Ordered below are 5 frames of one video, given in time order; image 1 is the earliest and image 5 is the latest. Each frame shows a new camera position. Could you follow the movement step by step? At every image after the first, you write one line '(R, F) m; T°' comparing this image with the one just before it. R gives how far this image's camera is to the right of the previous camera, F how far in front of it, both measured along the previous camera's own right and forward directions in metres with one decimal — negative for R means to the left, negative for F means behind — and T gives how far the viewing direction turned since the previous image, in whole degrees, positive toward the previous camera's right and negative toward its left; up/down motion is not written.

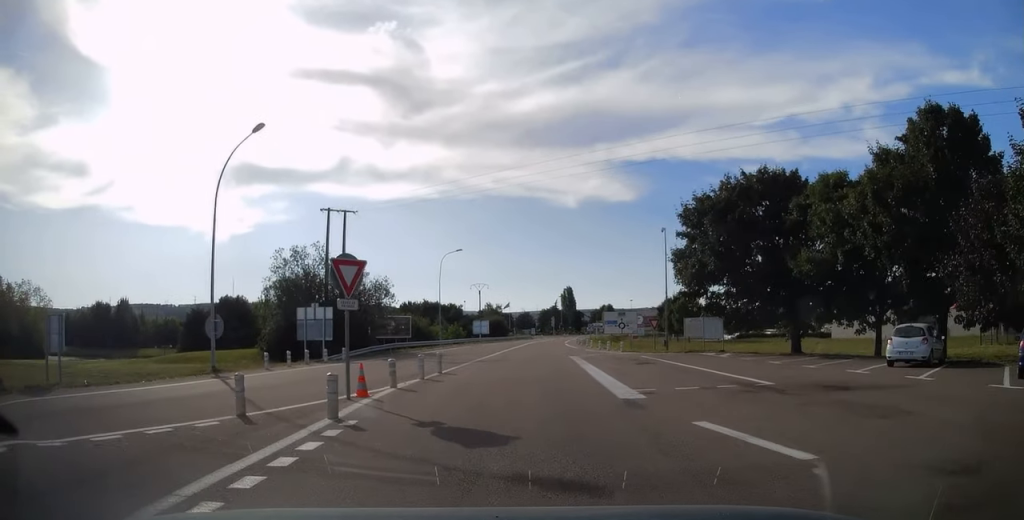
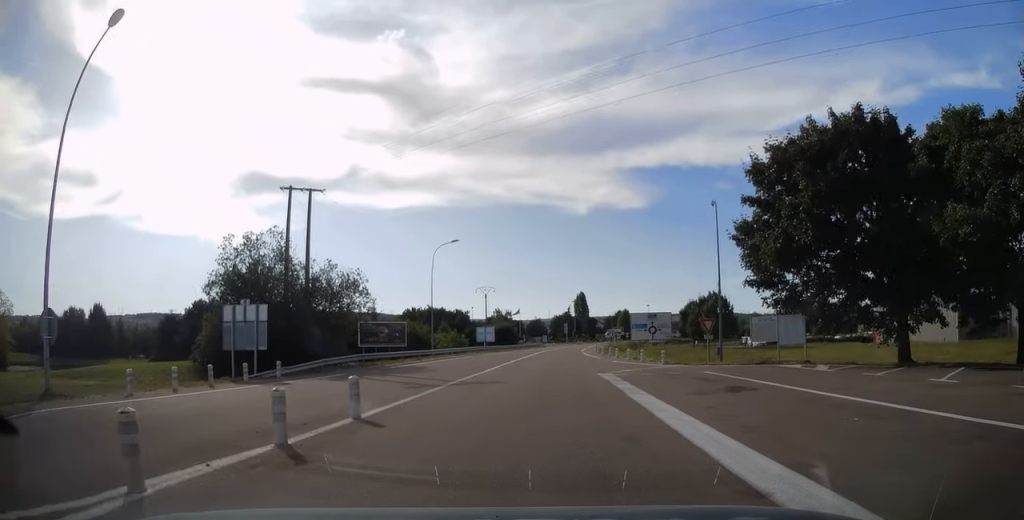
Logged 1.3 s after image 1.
(-0.1, +11.2) m; -1°
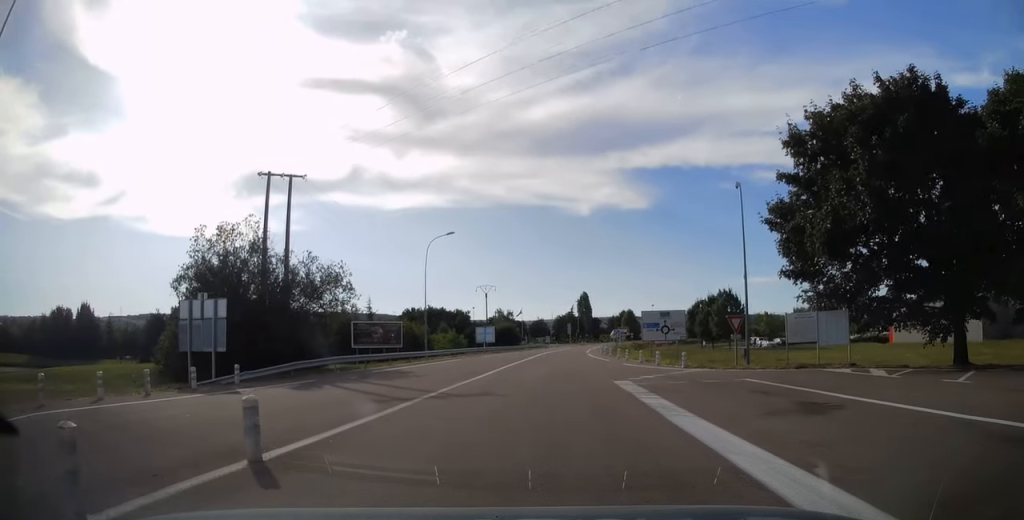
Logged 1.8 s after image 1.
(0.0, +4.1) m; 0°
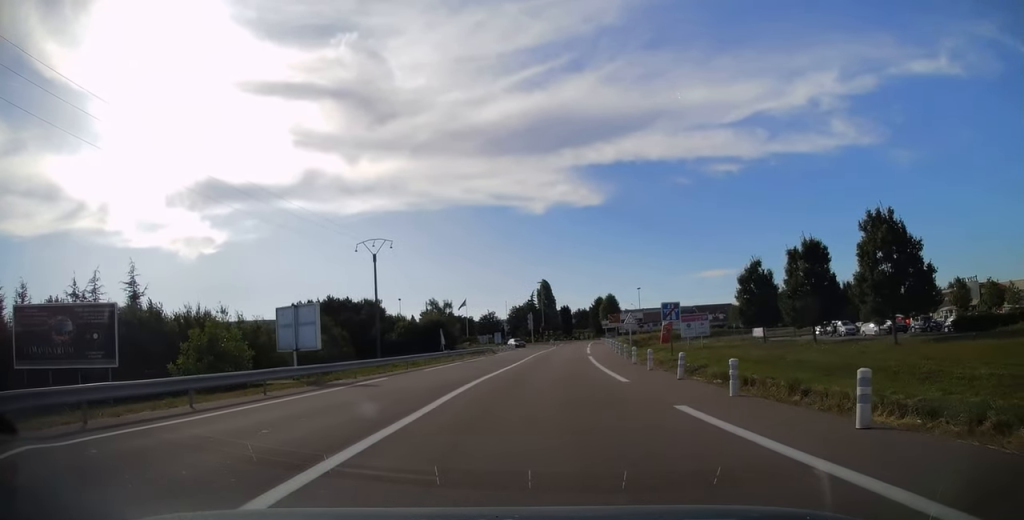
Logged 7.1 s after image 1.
(+1.0, +51.1) m; +3°
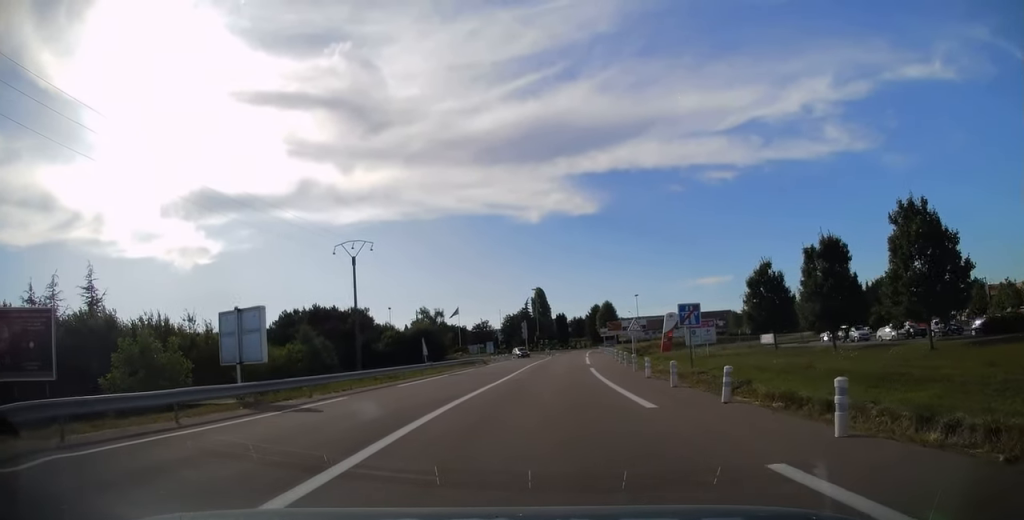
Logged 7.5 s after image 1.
(0.0, +4.8) m; +1°
